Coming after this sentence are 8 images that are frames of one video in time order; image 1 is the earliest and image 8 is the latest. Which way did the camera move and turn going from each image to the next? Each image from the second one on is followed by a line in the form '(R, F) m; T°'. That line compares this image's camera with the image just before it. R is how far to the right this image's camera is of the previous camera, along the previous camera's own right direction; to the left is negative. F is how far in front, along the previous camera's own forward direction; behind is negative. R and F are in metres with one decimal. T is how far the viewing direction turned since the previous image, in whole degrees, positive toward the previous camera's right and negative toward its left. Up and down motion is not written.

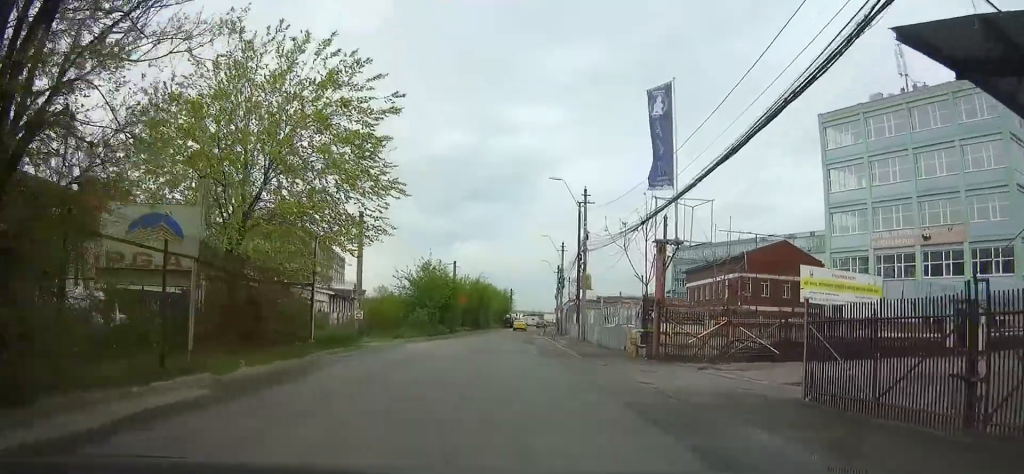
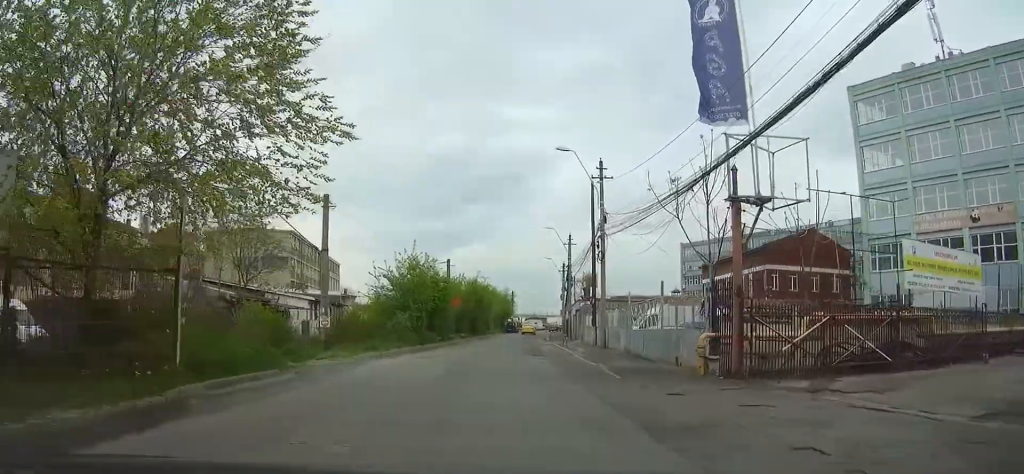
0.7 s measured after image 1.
(+0.1, +8.6) m; 0°
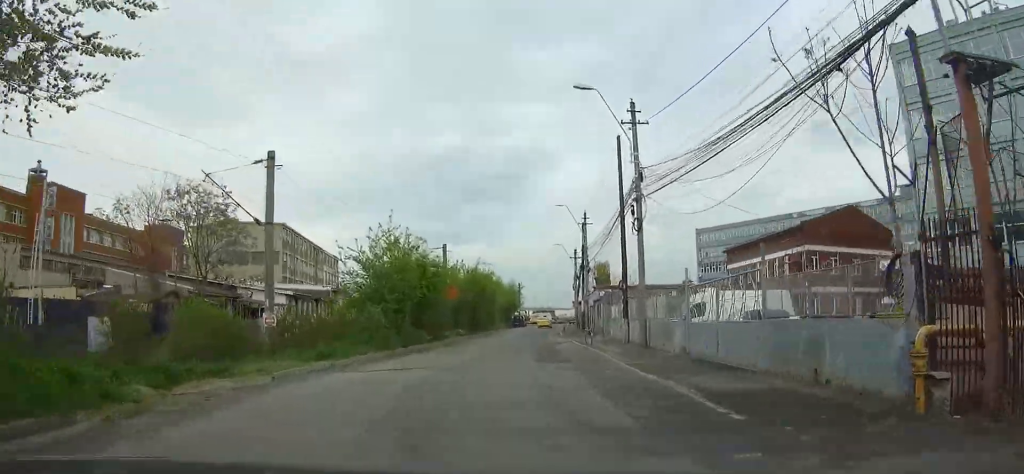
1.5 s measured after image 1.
(-0.1, +9.3) m; -1°
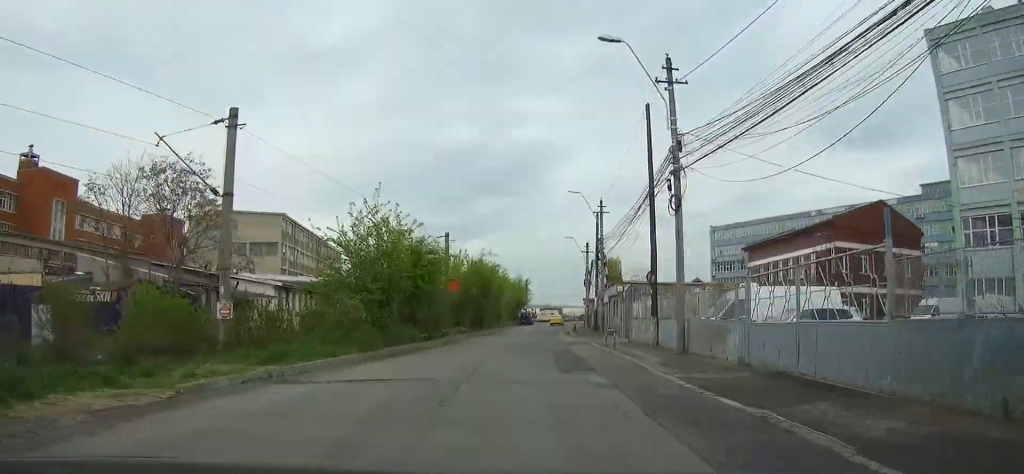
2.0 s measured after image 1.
(0.0, +5.1) m; 0°
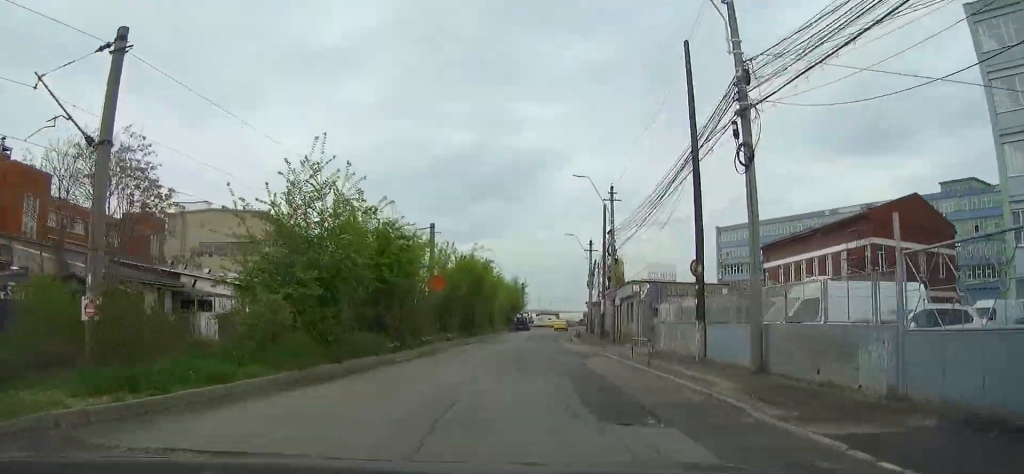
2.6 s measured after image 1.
(0.0, +7.5) m; 0°
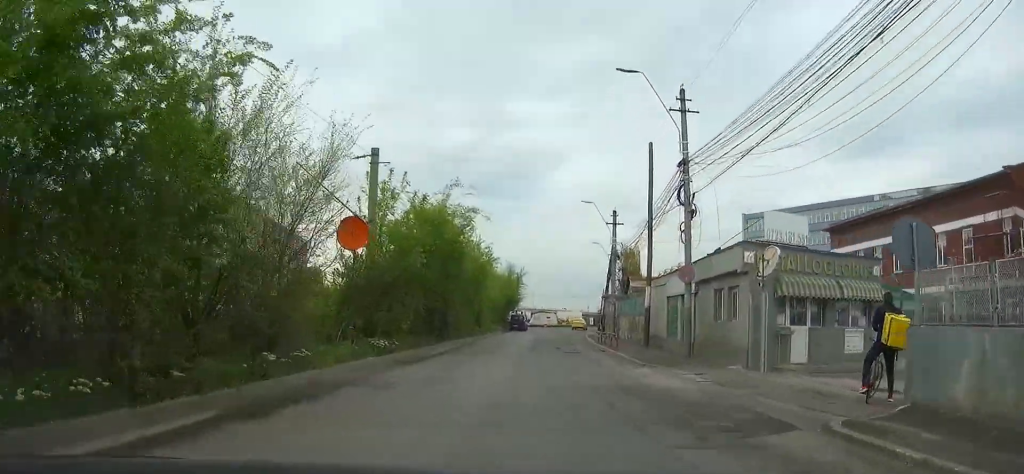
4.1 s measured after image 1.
(0.0, +18.8) m; +1°
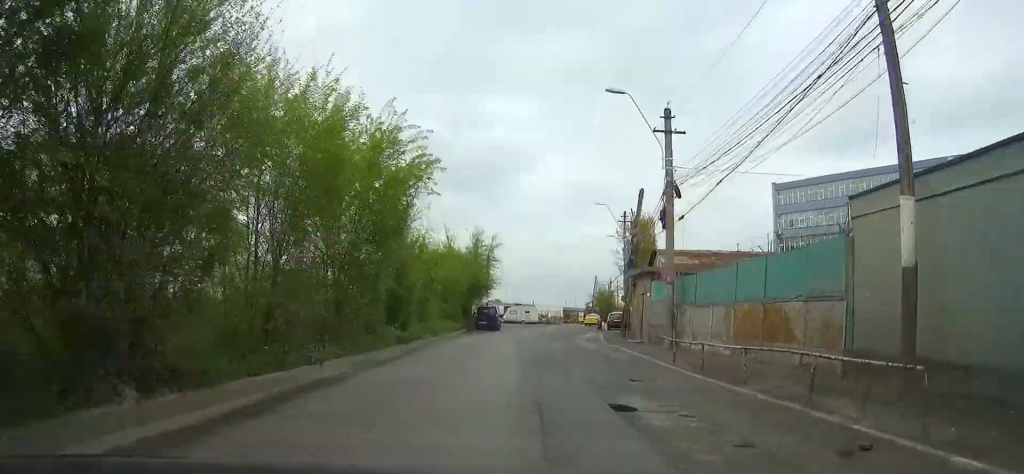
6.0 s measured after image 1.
(+0.4, +24.3) m; +2°
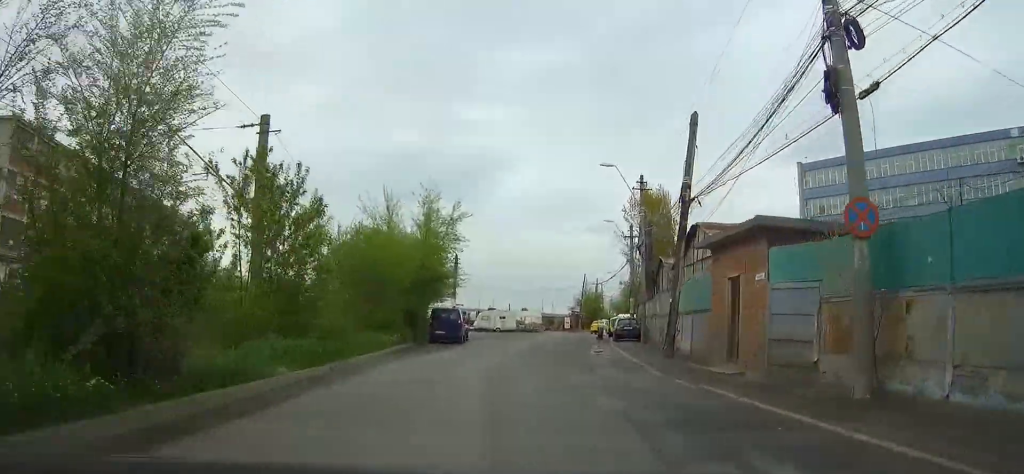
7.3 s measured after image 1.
(+0.3, +16.8) m; +2°
